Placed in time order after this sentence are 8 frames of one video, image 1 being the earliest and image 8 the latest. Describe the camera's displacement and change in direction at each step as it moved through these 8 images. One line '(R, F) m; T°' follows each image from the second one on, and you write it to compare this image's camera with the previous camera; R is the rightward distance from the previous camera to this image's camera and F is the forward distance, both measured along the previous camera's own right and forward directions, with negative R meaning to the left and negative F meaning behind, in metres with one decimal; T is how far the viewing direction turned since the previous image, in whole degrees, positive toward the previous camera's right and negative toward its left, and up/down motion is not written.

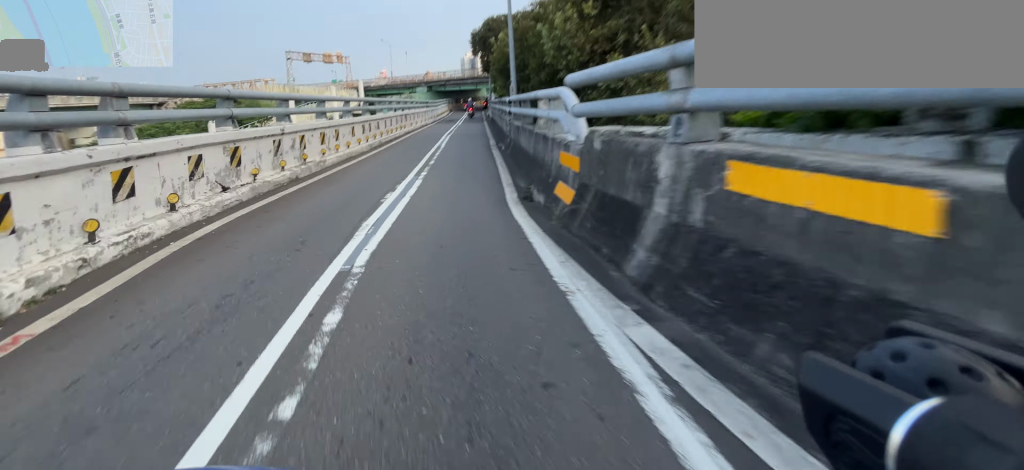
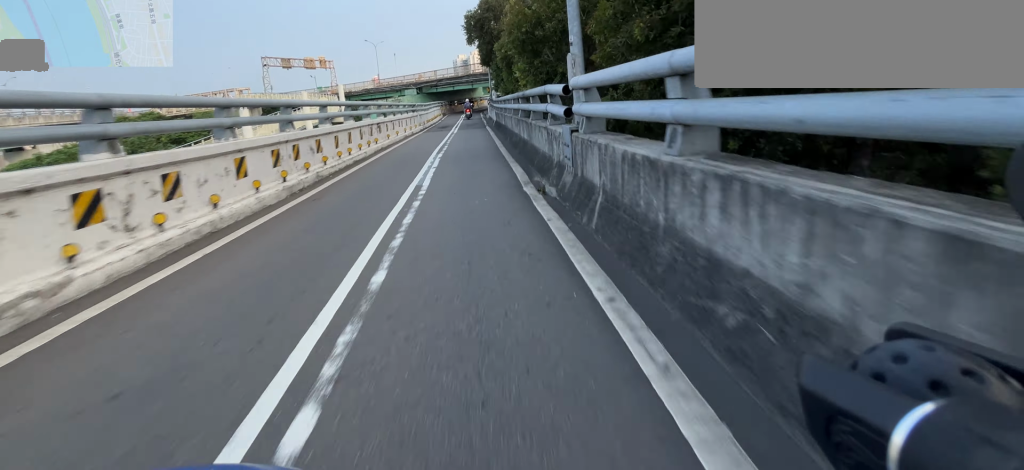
(0.0, +6.4) m; 0°
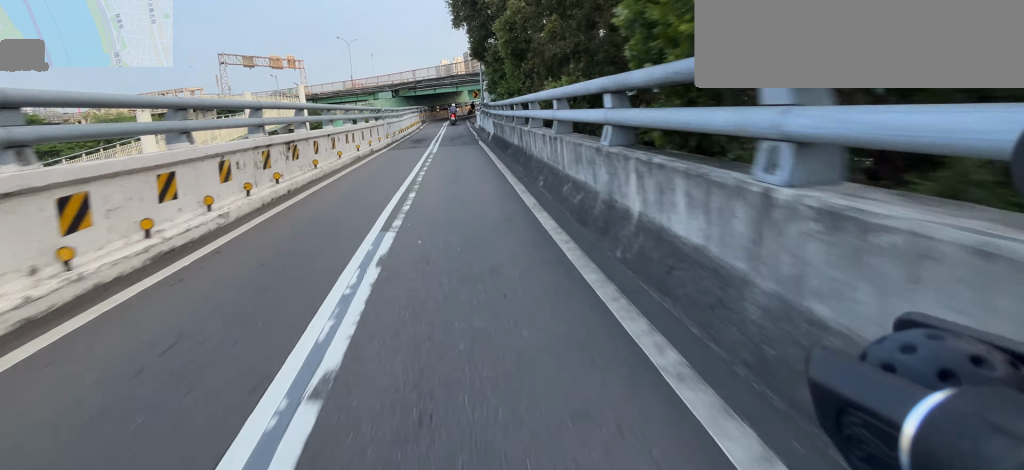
(0.0, +6.5) m; 0°
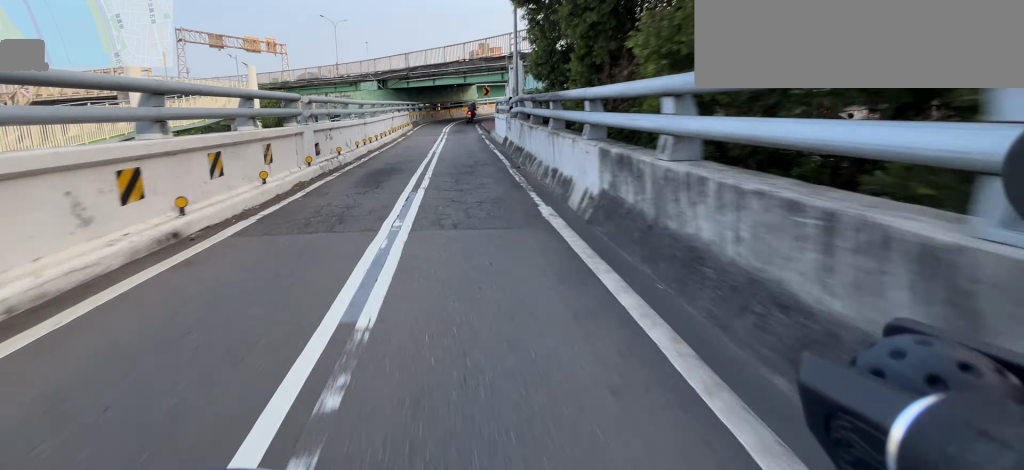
(+0.1, +10.9) m; +2°
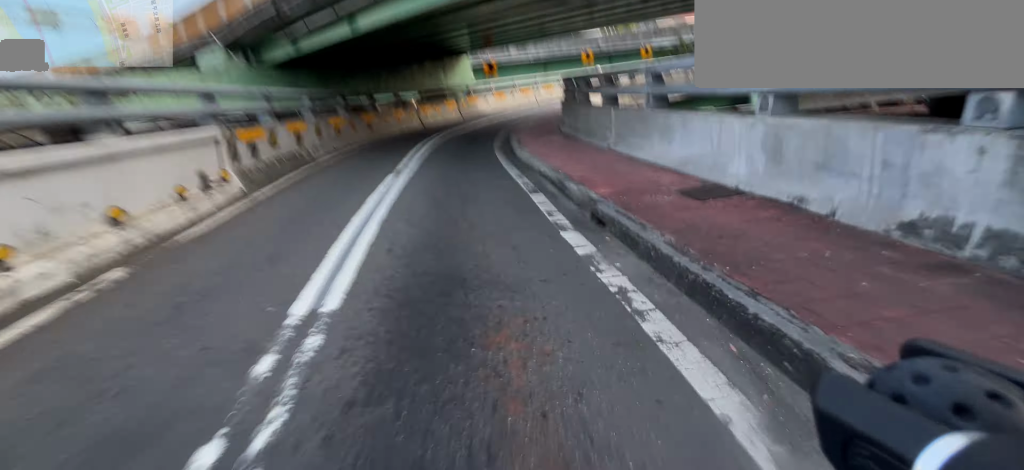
(+0.8, +19.5) m; +6°
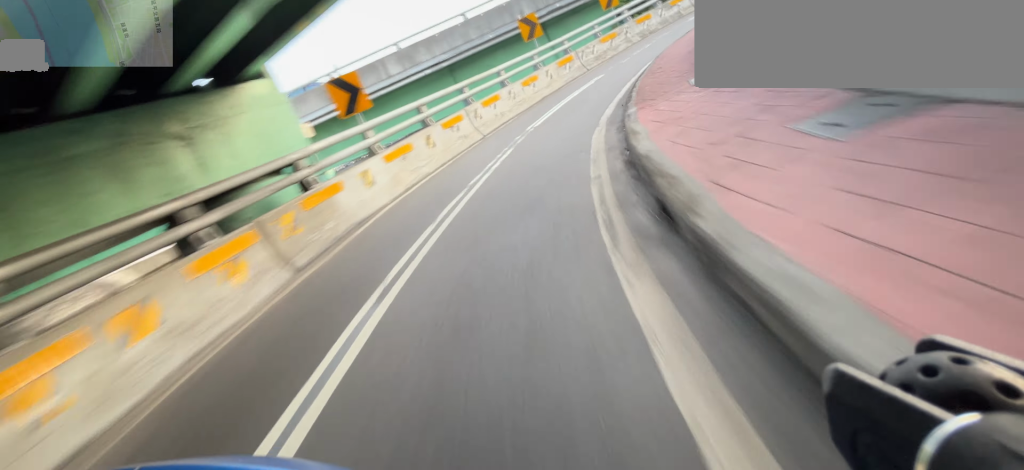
(+1.2, +13.8) m; +12°
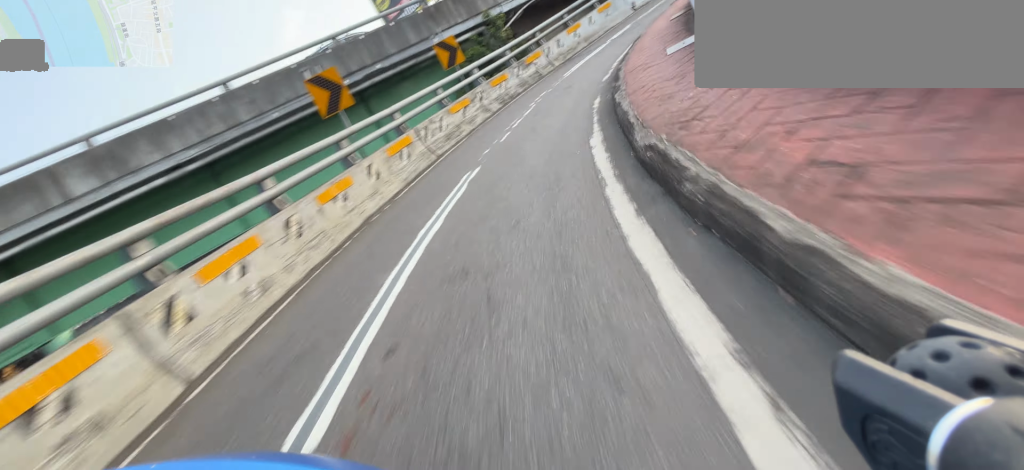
(+0.4, +7.1) m; +22°
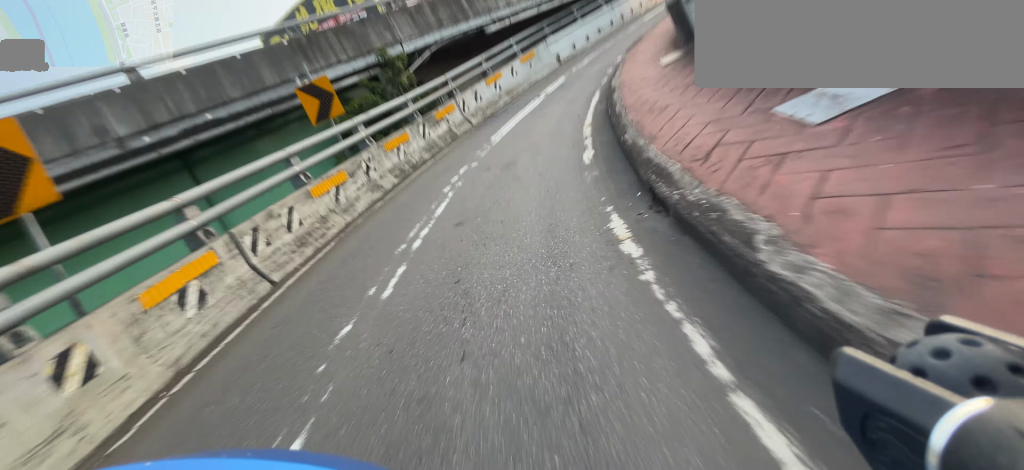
(-0.4, +3.9) m; +16°
